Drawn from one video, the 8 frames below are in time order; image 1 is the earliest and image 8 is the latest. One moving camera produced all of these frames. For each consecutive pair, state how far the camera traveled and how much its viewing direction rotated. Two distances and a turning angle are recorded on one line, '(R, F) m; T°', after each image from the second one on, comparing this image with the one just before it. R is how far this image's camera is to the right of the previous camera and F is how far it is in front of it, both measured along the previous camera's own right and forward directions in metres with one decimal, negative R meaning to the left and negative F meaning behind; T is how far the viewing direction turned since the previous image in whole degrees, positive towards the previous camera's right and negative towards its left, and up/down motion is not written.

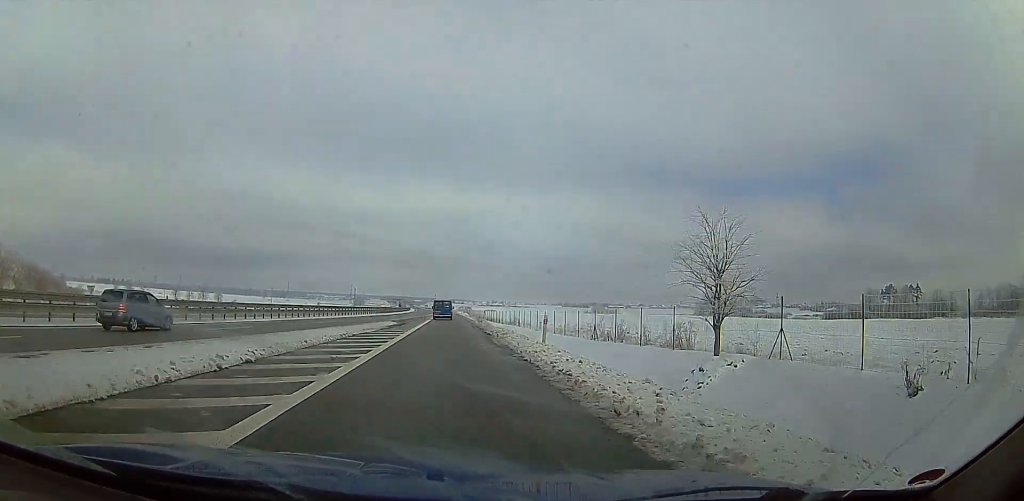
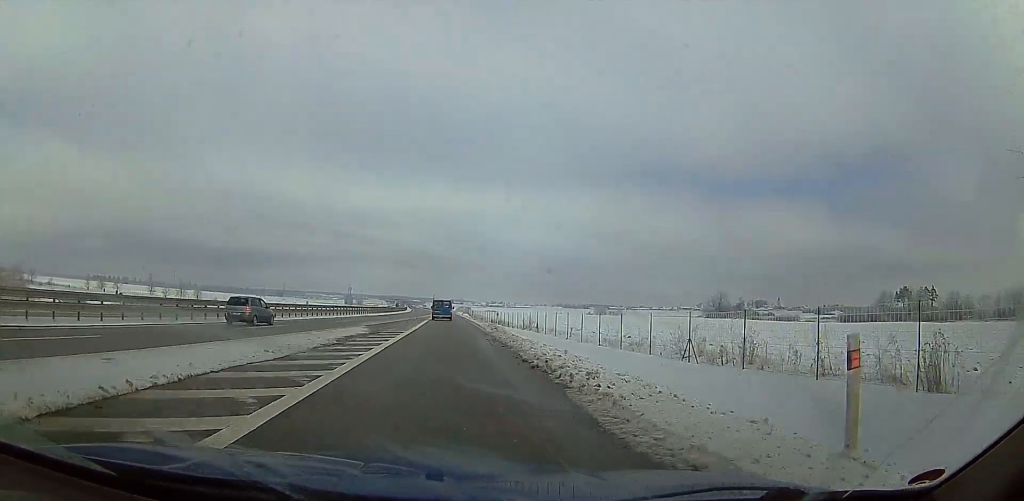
(0.0, +14.3) m; +2°
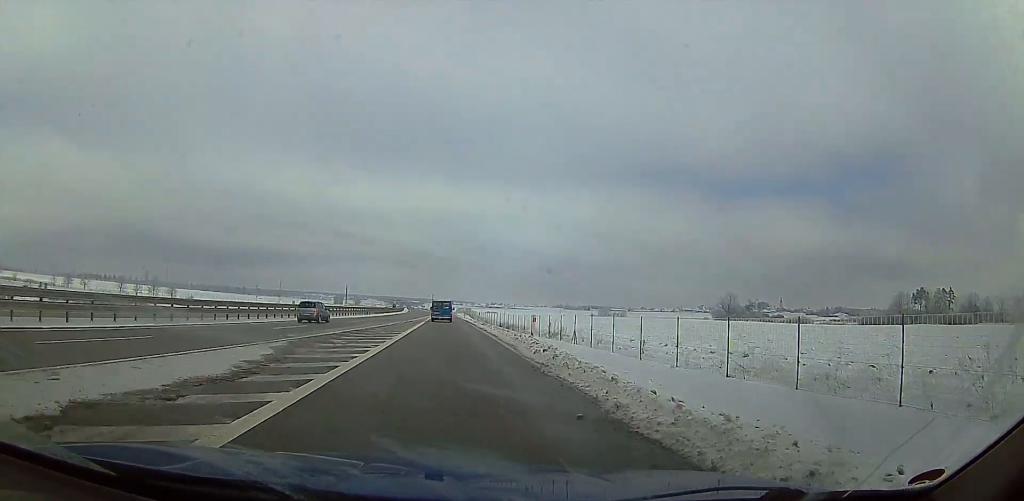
(+0.5, +15.4) m; +1°
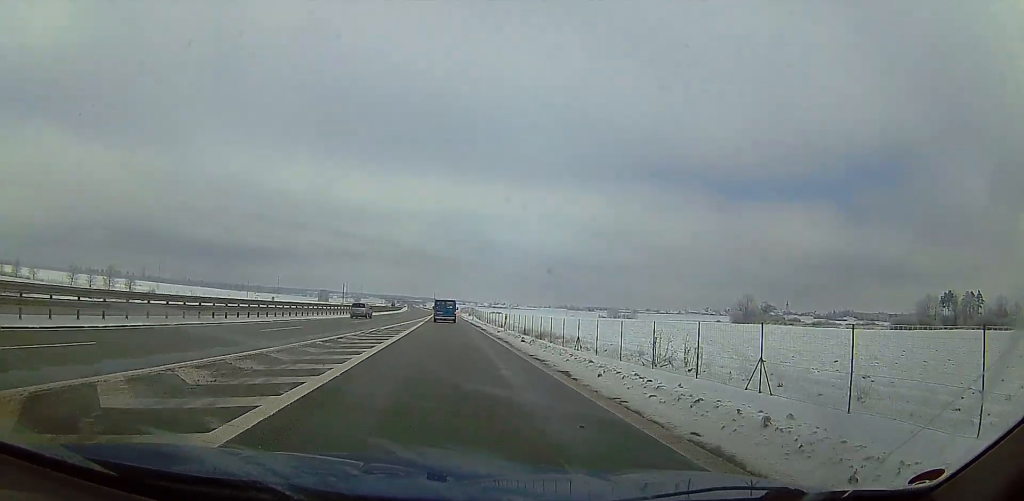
(+0.2, +22.5) m; +1°
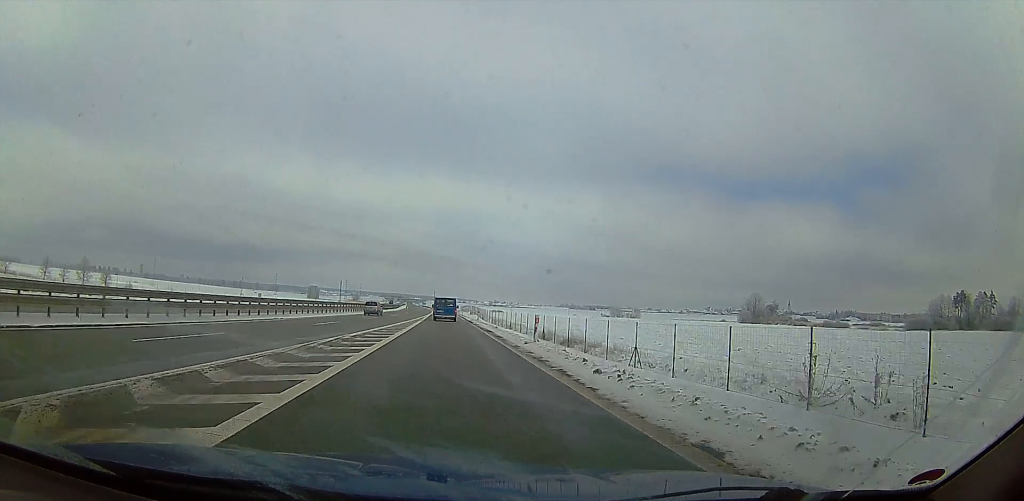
(-0.1, +10.2) m; 0°
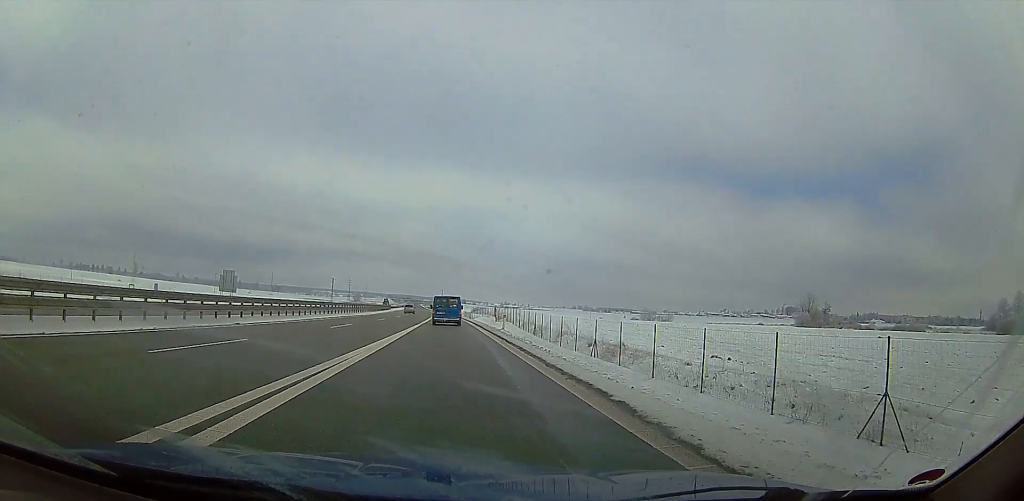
(-0.7, +54.9) m; -2°
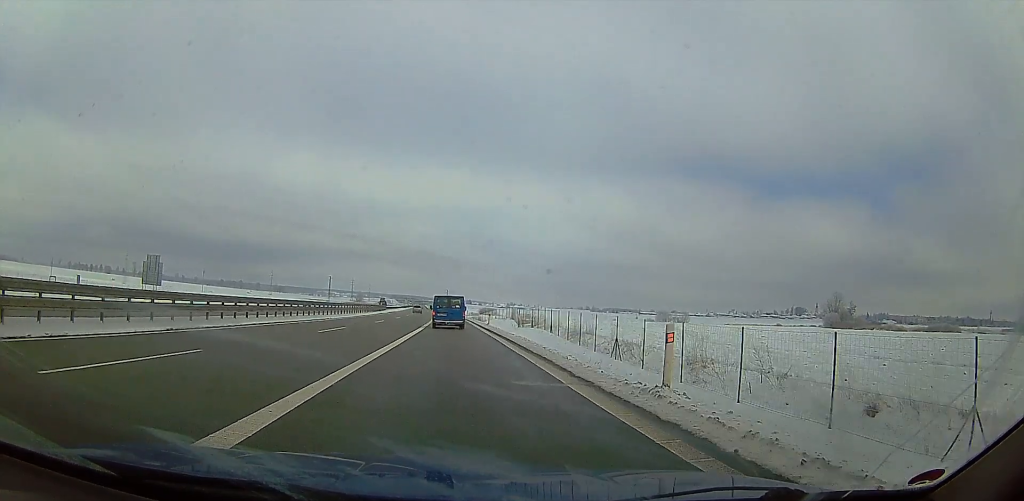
(+0.1, +21.9) m; -1°
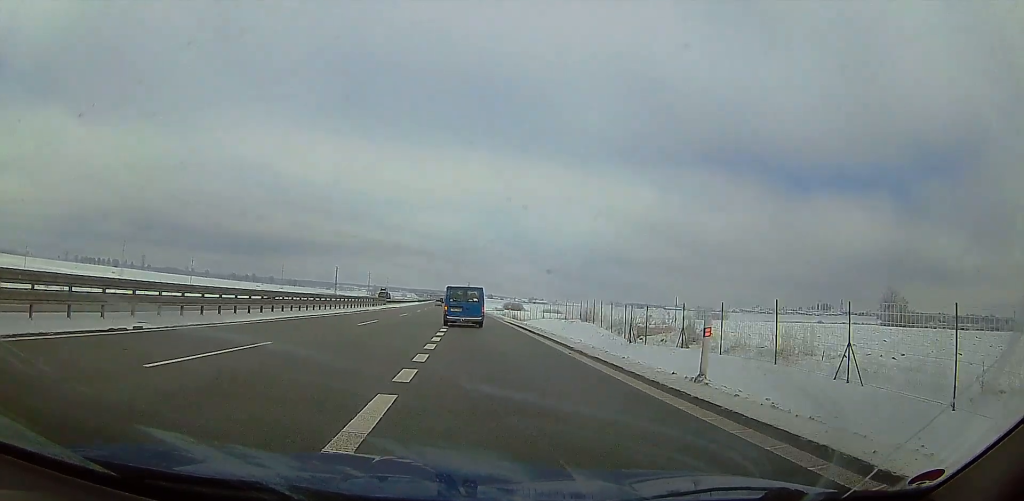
(-0.9, +33.4) m; -2°
